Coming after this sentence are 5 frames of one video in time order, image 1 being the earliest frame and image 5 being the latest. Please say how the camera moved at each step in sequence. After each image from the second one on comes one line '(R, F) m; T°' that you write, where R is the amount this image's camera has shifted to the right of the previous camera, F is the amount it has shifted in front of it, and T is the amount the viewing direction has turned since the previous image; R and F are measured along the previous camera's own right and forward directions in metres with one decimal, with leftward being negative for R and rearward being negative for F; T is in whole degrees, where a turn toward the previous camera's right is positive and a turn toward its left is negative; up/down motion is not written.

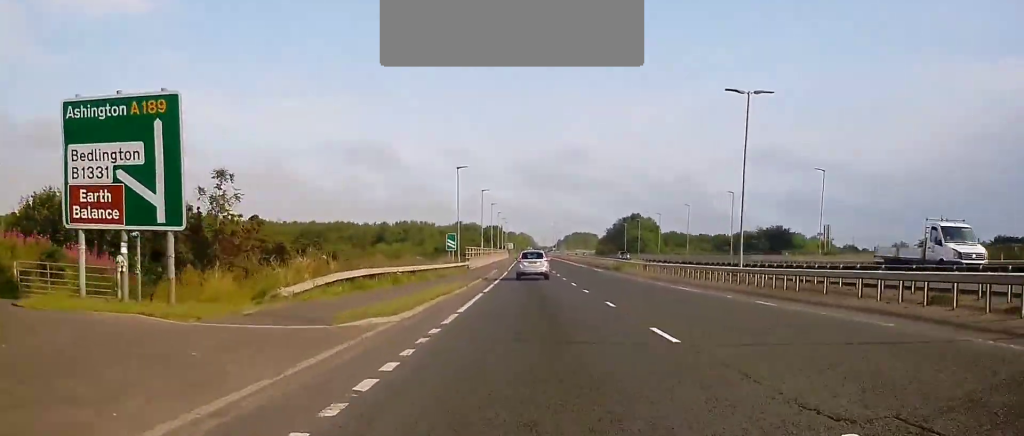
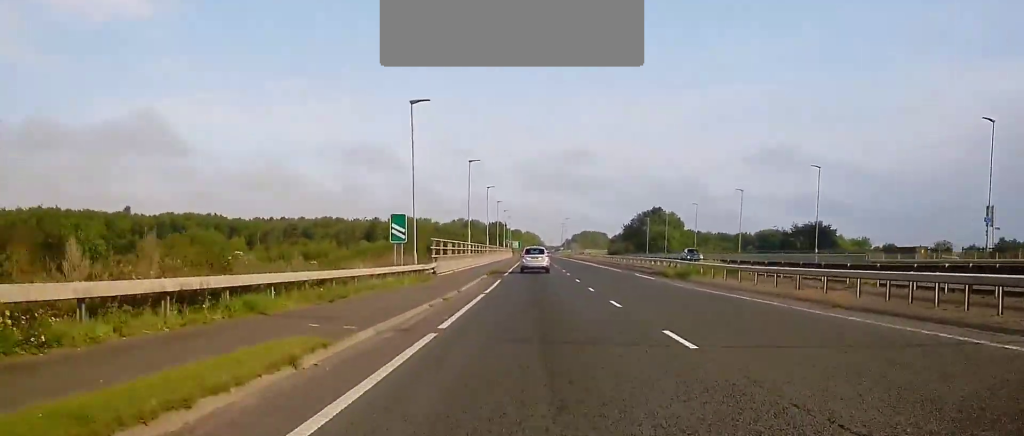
(-0.3, +25.0) m; -1°
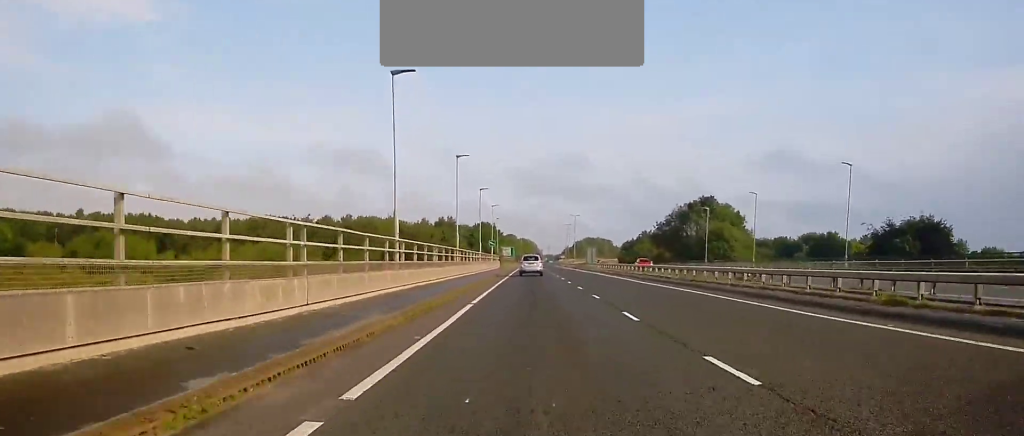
(+0.5, +56.1) m; 0°
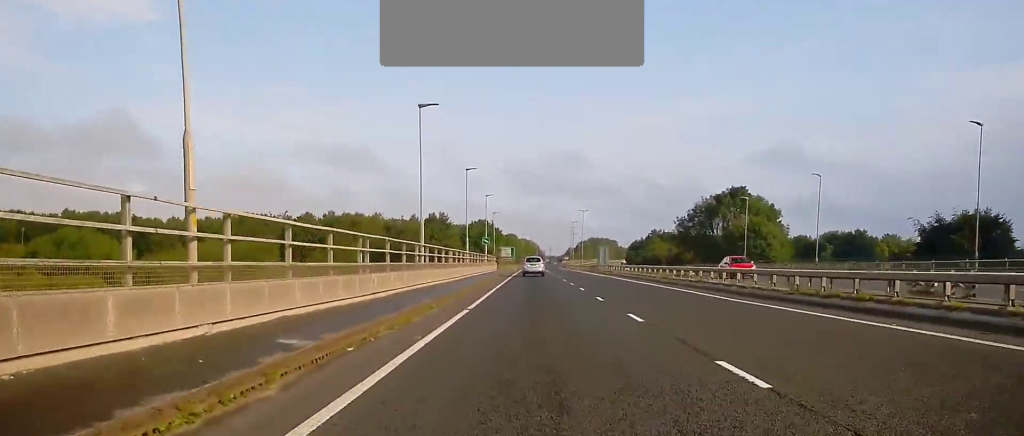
(-0.3, +18.6) m; 0°
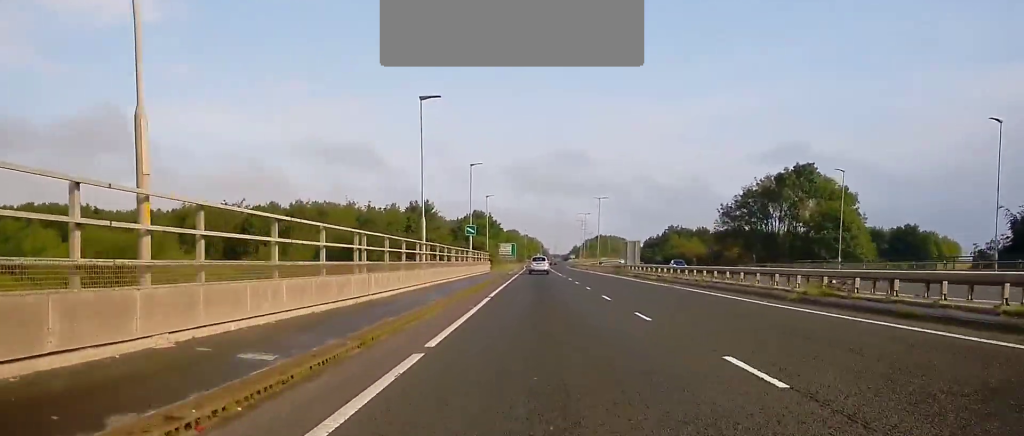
(+0.4, +26.3) m; 0°
